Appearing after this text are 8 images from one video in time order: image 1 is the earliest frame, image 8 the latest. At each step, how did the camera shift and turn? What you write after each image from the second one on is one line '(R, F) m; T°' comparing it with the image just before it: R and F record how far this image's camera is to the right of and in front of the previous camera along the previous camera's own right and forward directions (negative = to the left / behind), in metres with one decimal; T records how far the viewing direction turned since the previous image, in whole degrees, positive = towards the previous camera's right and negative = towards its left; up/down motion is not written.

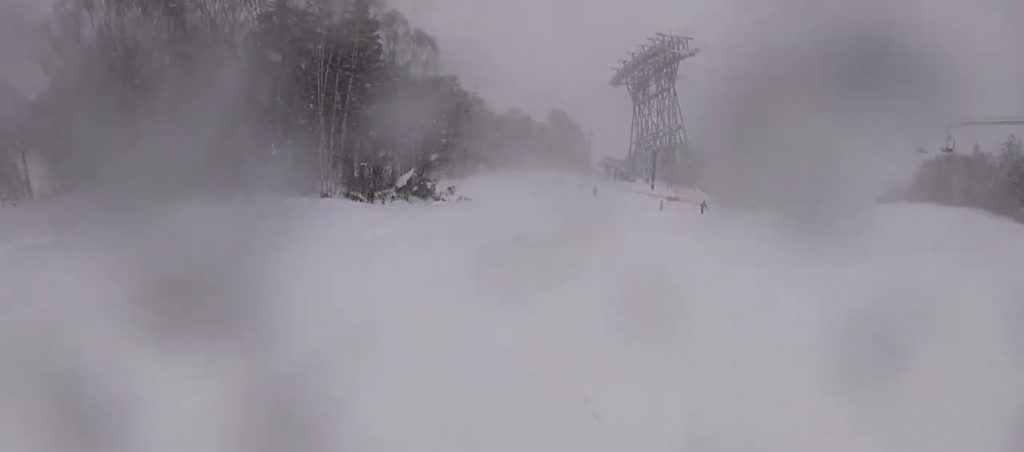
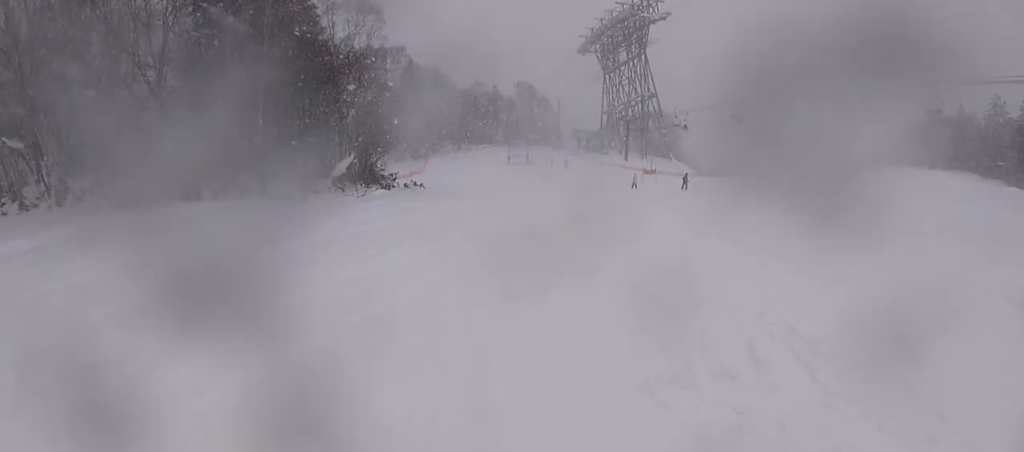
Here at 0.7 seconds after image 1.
(+0.1, +4.6) m; +2°
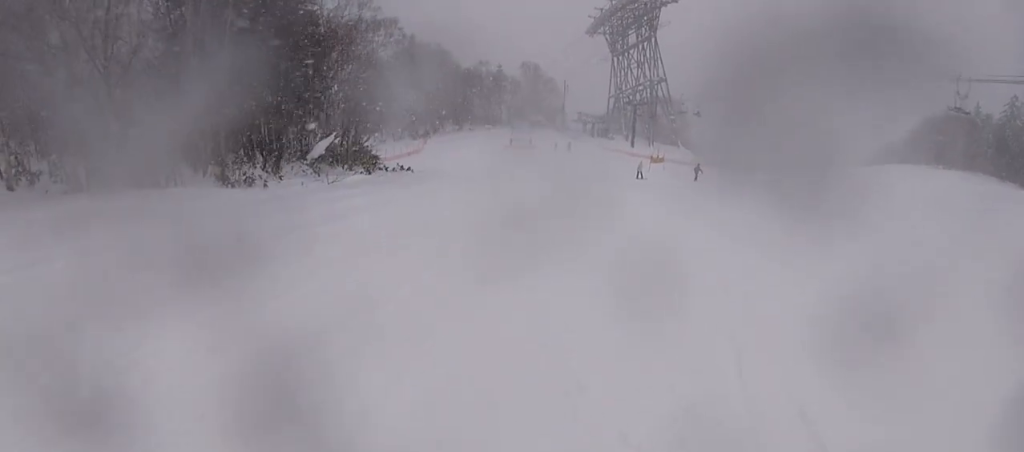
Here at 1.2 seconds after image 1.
(+0.1, +2.9) m; +2°
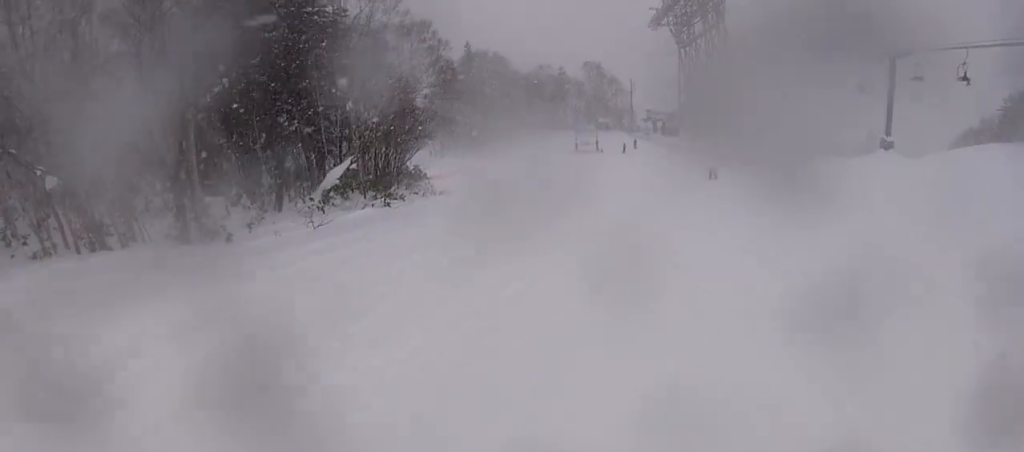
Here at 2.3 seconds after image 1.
(+0.1, +6.0) m; +1°
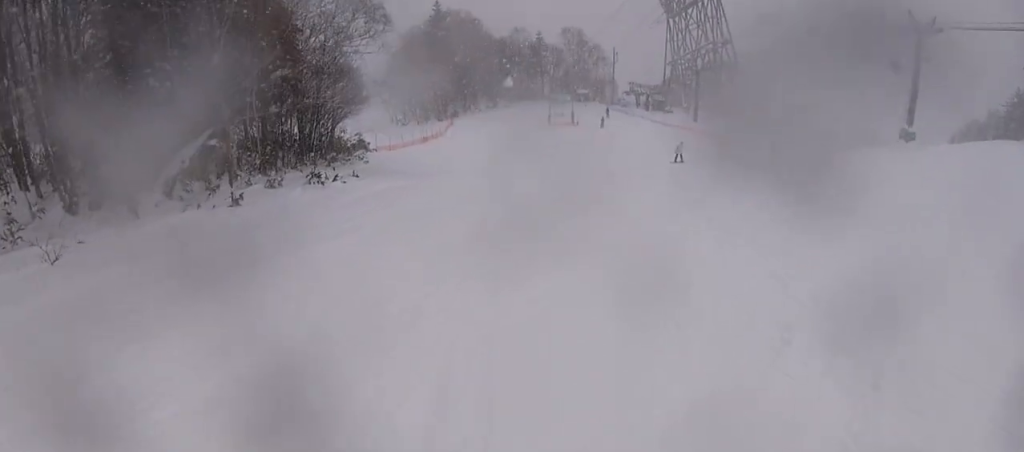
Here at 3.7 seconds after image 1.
(0.0, +8.2) m; 0°
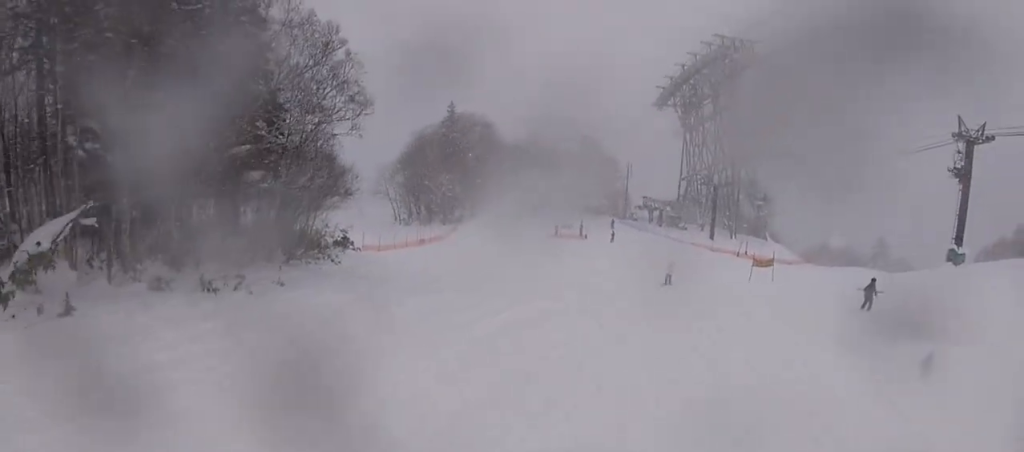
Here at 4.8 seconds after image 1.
(-0.1, +6.6) m; -3°
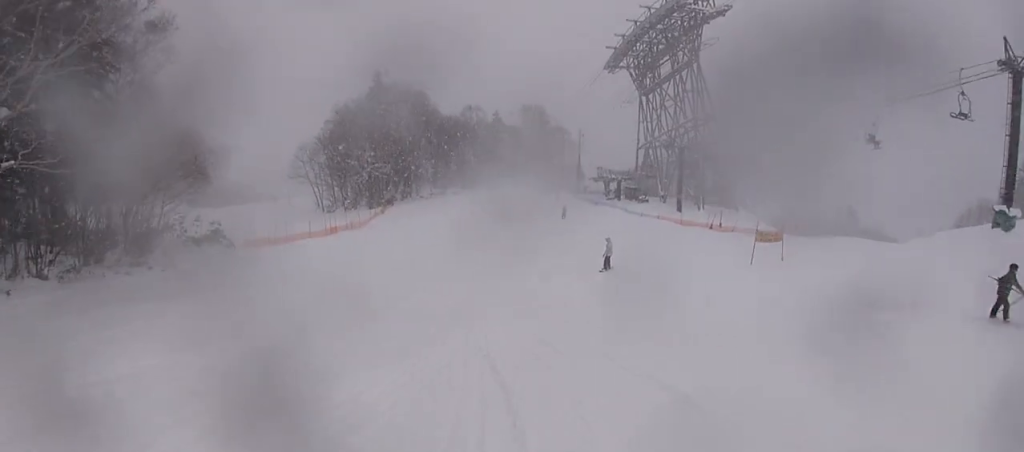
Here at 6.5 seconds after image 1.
(-0.3, +11.2) m; +3°
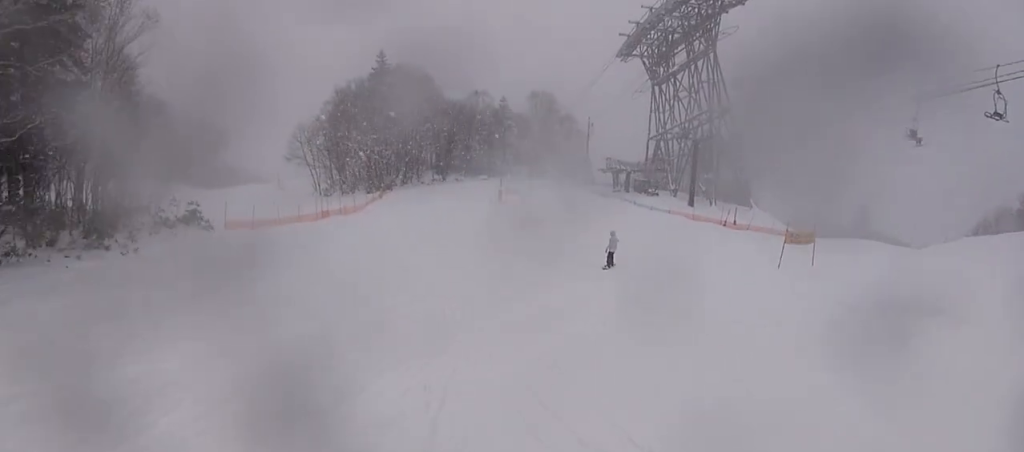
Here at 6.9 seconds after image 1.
(+0.1, +2.9) m; +4°
